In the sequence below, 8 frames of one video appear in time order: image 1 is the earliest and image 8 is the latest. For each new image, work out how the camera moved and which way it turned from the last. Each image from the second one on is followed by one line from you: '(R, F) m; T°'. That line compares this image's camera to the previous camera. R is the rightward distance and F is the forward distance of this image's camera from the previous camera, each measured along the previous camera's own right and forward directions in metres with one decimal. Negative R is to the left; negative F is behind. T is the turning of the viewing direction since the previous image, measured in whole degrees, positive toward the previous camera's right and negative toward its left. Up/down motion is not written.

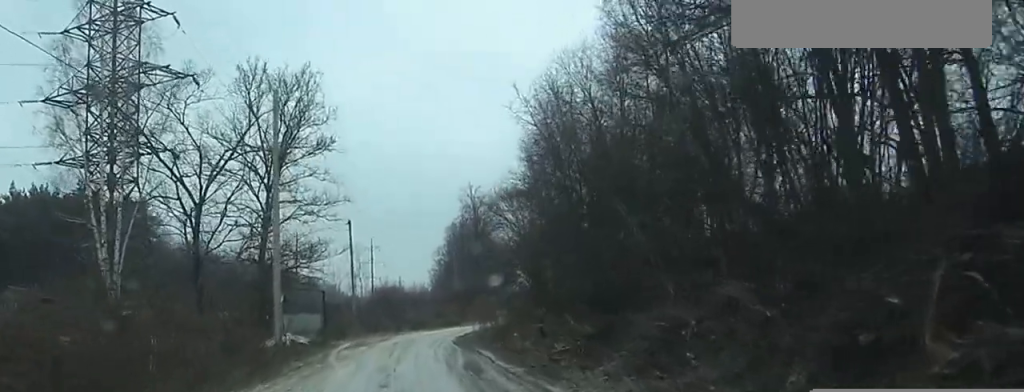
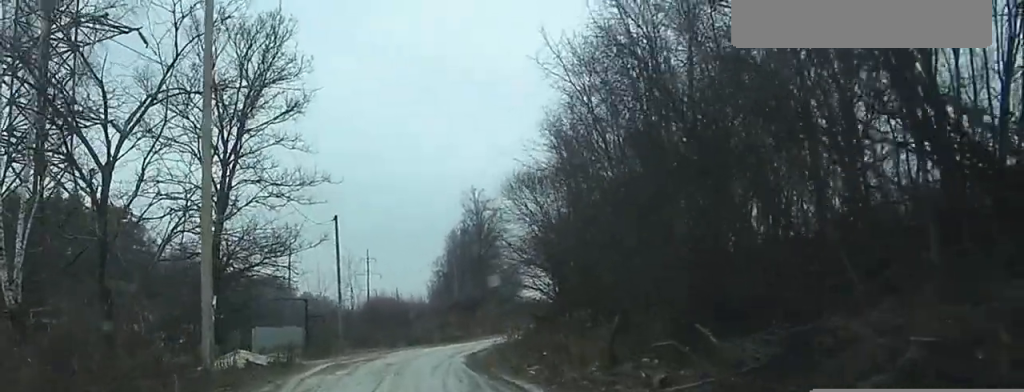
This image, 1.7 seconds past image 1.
(+0.5, +12.2) m; +2°
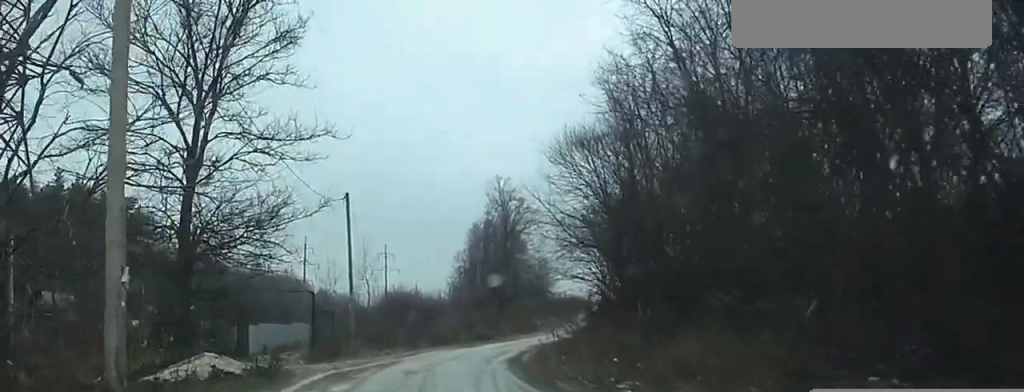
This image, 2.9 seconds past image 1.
(-0.3, +9.7) m; -2°
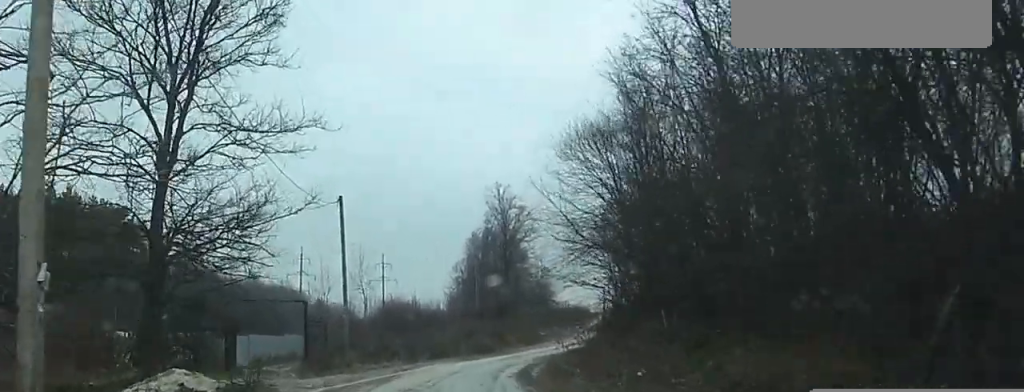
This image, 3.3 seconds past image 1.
(0.0, +3.2) m; 0°
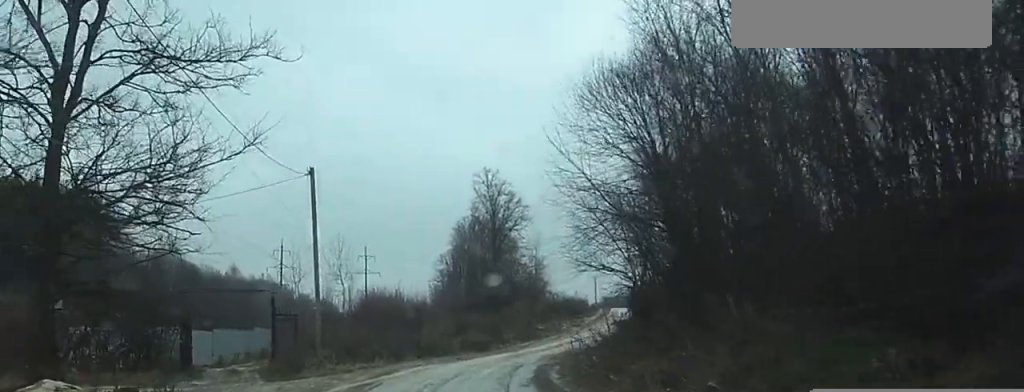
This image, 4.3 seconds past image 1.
(0.0, +6.7) m; -8°
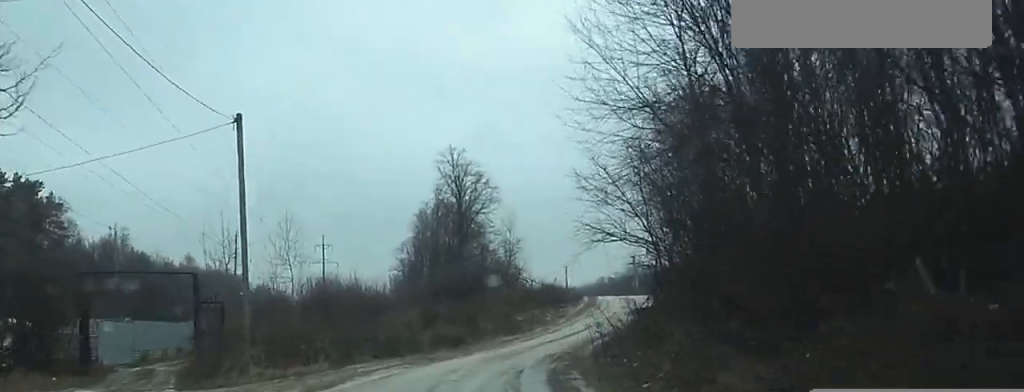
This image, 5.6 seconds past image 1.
(-1.6, +8.2) m; +13°
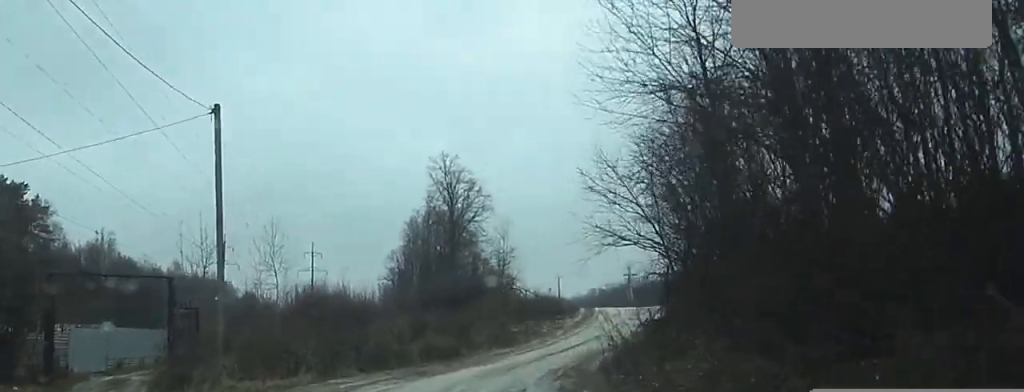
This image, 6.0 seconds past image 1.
(+1.3, +1.2) m; +8°
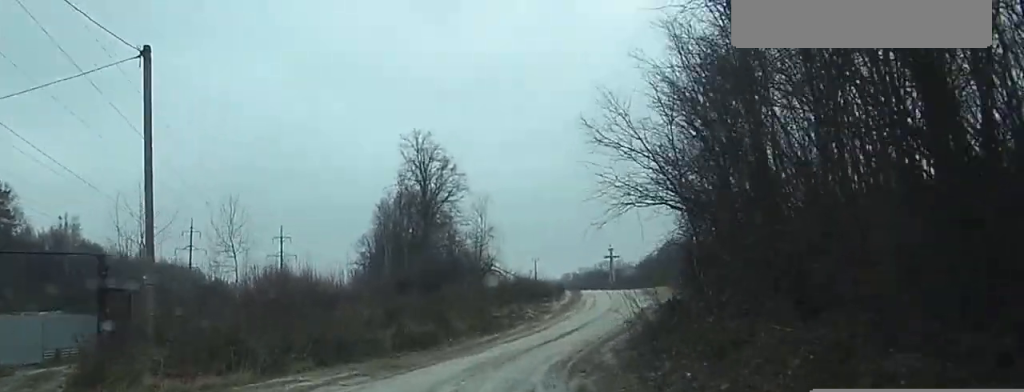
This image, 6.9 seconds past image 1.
(+1.5, +3.5) m; +8°
